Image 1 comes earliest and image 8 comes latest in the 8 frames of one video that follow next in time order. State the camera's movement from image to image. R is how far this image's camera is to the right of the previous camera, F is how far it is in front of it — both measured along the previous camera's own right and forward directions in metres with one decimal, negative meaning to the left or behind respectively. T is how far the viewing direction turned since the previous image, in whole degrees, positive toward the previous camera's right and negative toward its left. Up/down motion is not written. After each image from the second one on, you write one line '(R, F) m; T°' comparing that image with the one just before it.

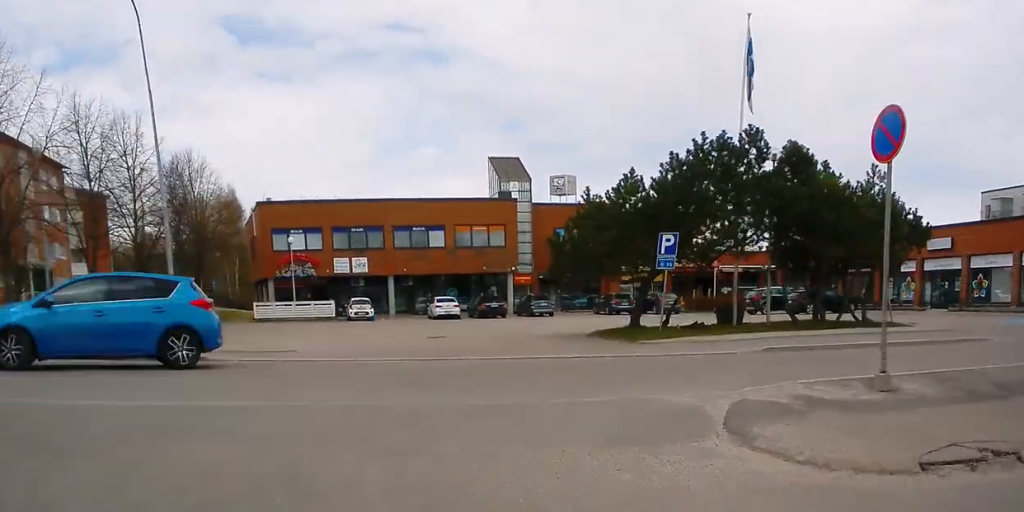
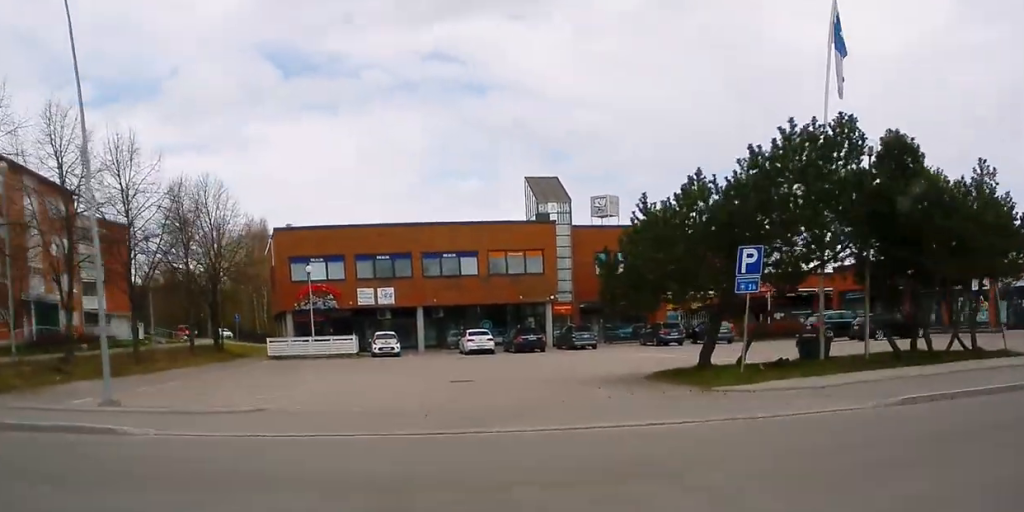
(-0.1, +4.2) m; -4°
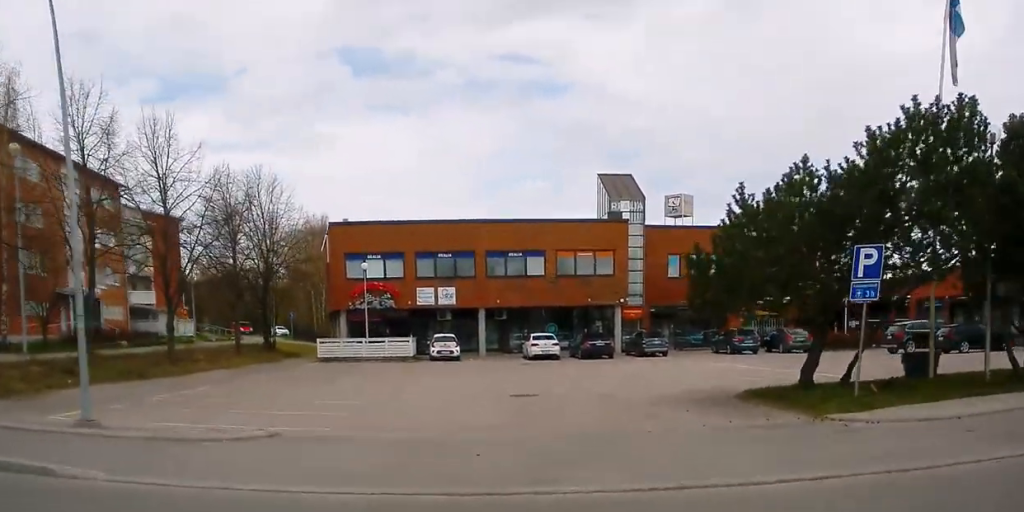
(-0.3, +4.6) m; -5°
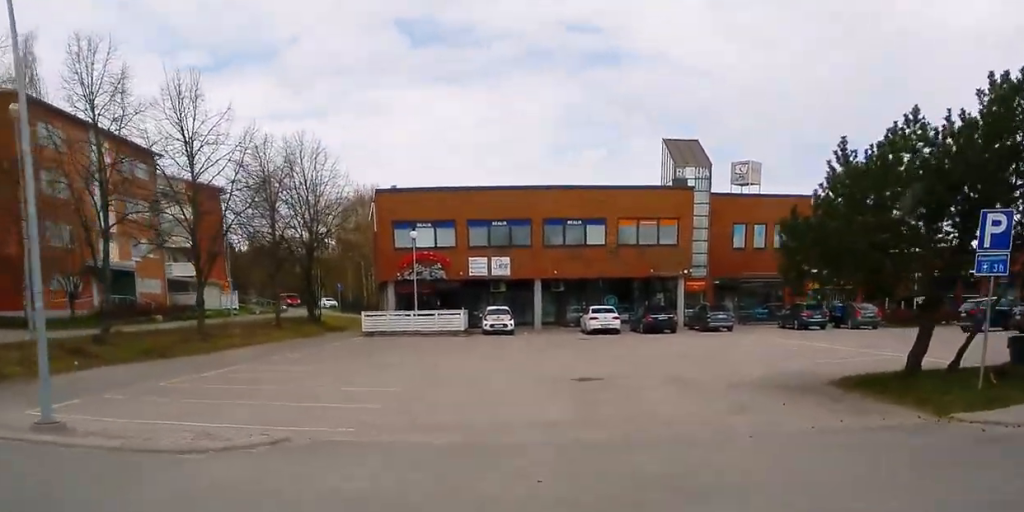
(-0.1, +4.2) m; -2°
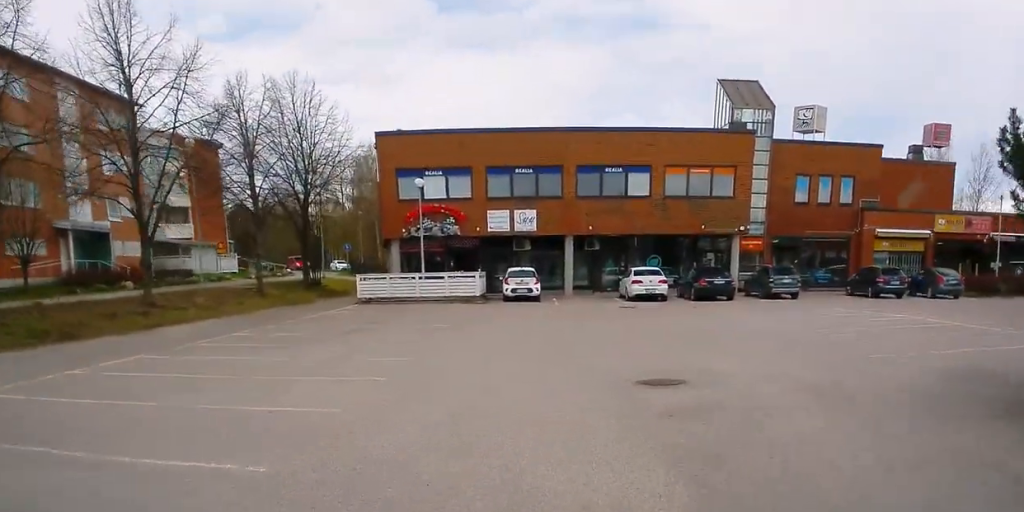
(-0.2, +7.6) m; -2°
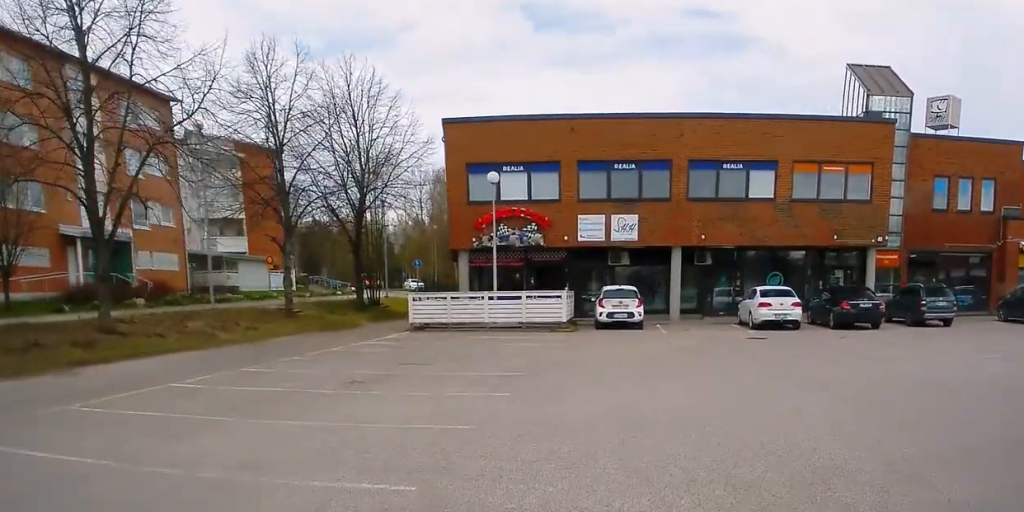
(0.0, +7.4) m; +2°
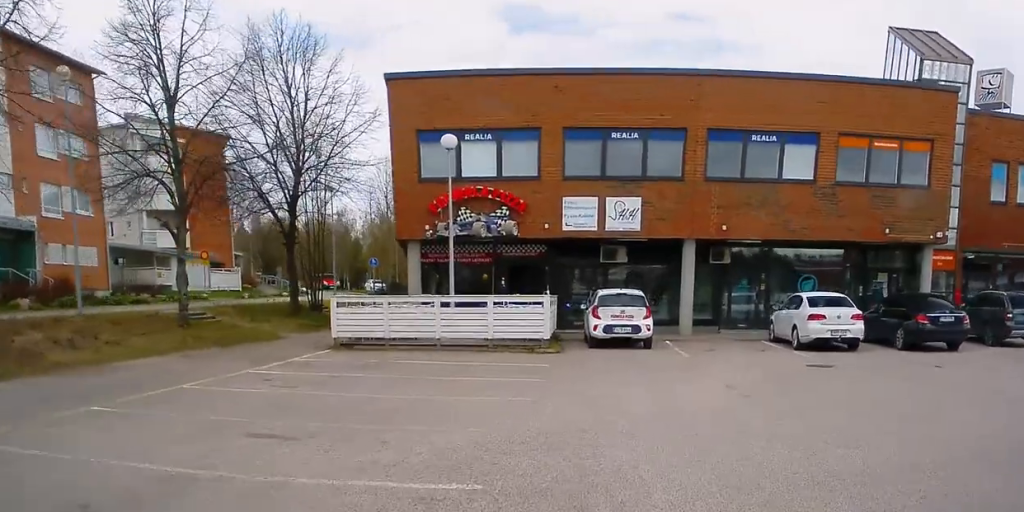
(+0.2, +6.3) m; +13°
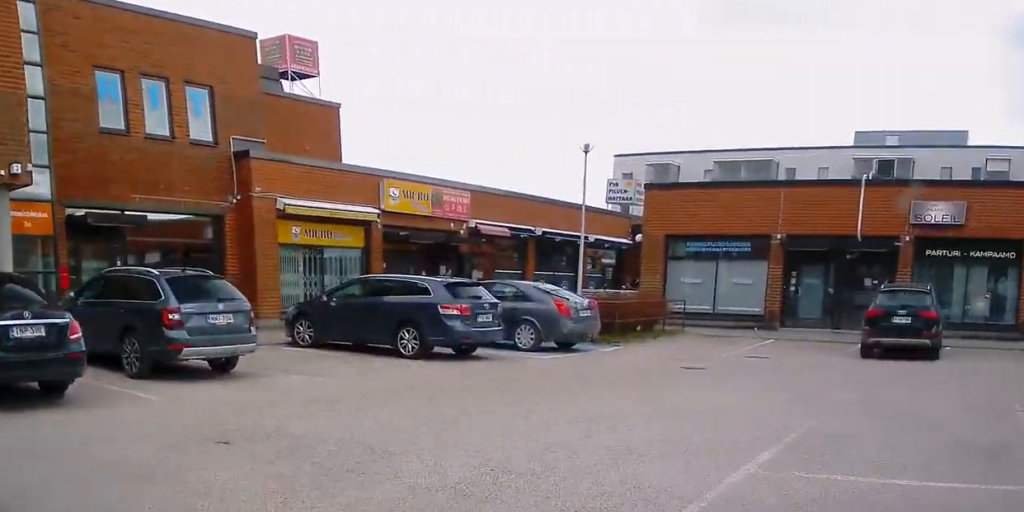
(+5.8, +9.3) m; +75°
